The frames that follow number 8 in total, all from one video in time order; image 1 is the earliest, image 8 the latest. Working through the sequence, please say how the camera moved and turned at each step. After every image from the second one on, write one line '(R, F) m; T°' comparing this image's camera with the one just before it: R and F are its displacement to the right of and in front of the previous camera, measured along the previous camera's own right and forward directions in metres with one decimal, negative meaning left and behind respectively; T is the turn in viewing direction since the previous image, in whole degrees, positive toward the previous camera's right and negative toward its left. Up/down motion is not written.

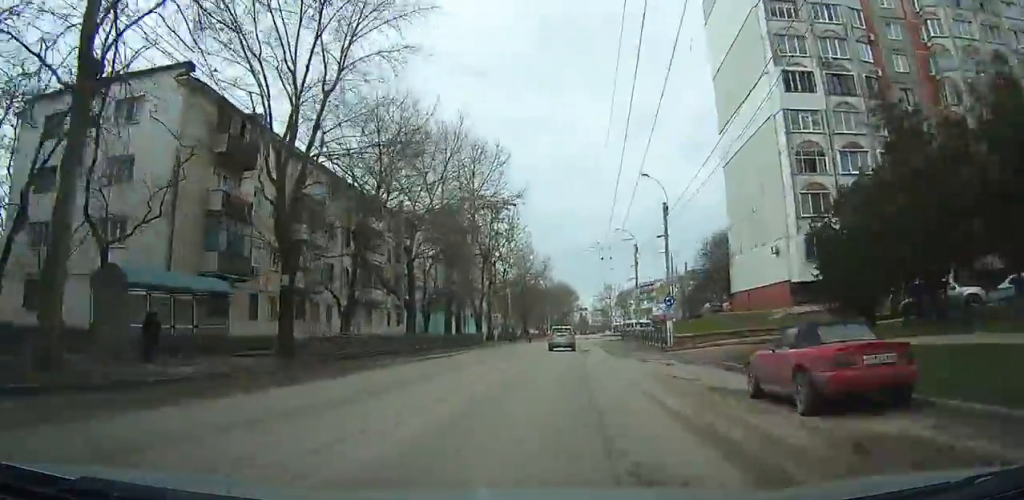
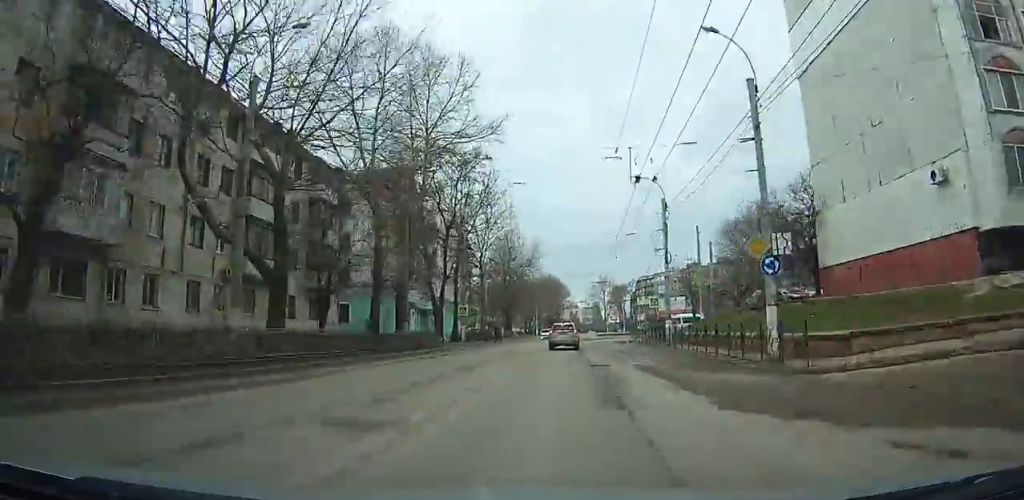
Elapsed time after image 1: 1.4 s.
(+0.3, +17.7) m; +4°
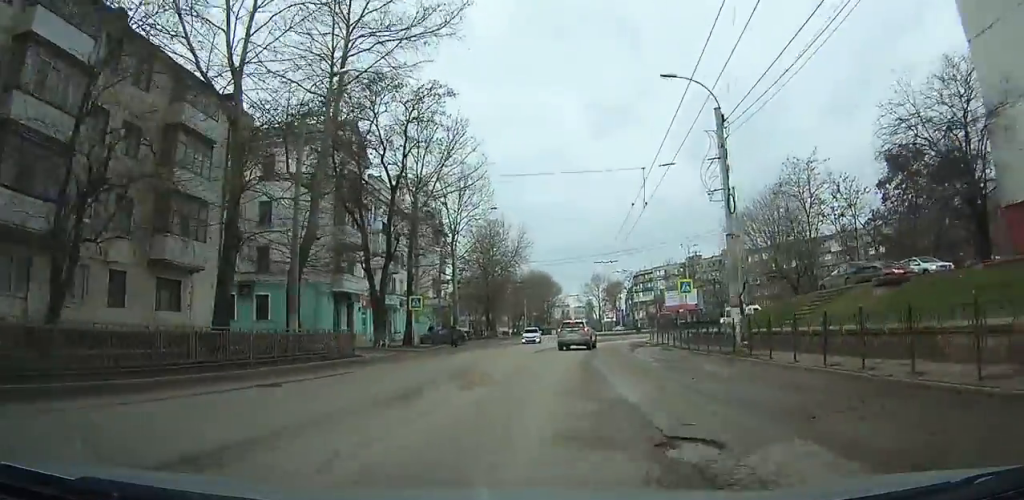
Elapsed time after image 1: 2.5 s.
(+0.3, +13.8) m; +4°
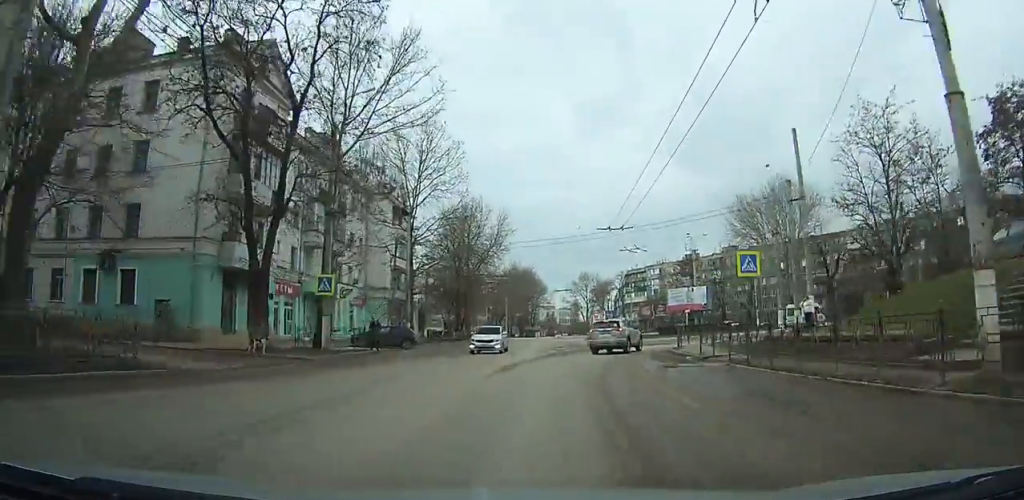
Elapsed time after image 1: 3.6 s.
(+0.7, +11.8) m; +5°
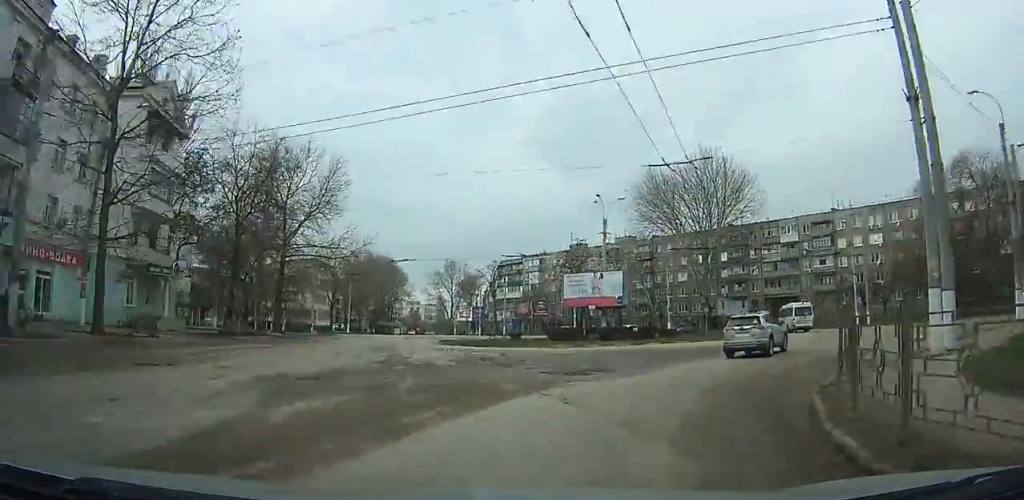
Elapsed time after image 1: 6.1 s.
(+2.5, +24.8) m; +17°
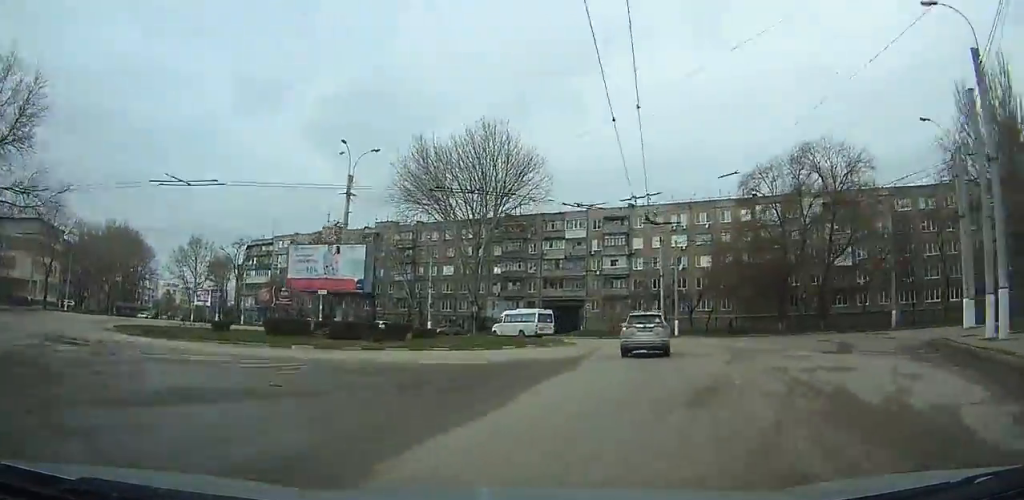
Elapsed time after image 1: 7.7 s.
(+2.0, +14.1) m; +11°
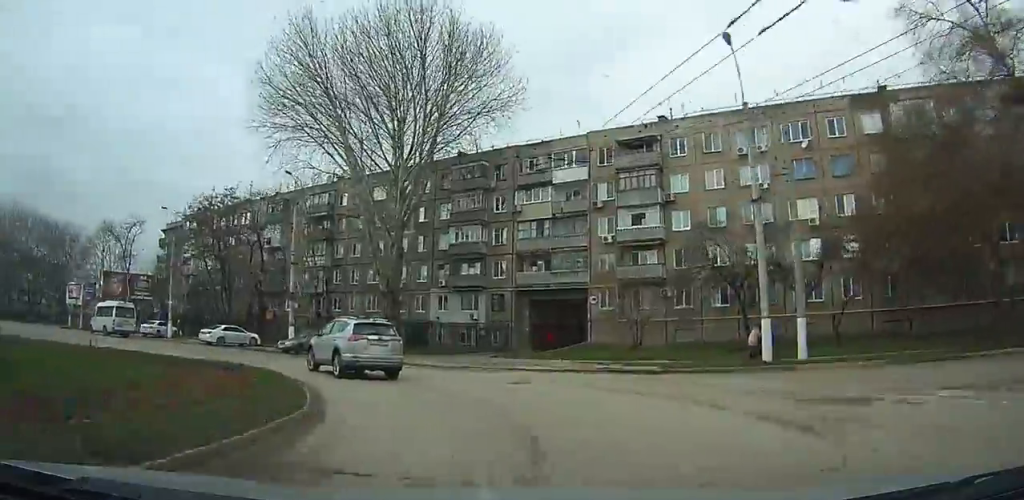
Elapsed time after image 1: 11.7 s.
(-0.3, +34.4) m; -20°
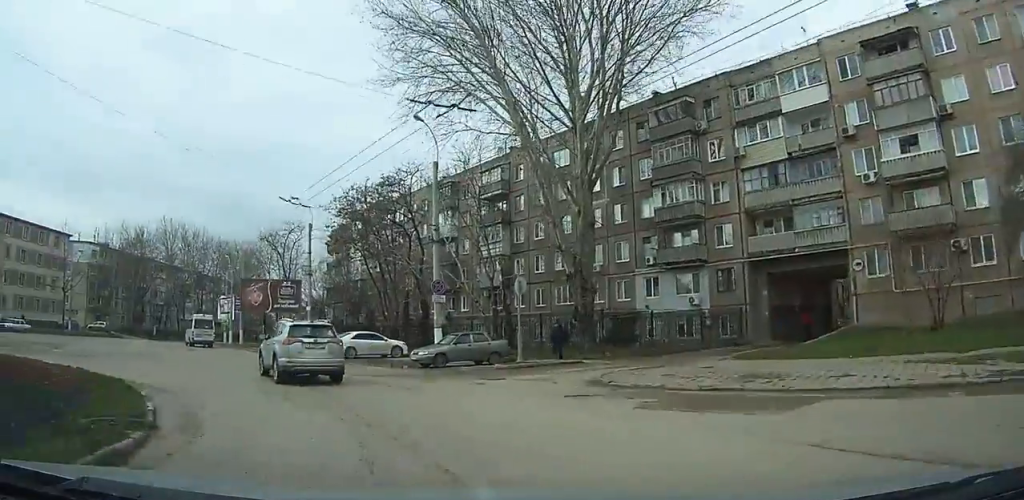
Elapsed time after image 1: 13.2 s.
(-1.6, +12.4) m; -17°
